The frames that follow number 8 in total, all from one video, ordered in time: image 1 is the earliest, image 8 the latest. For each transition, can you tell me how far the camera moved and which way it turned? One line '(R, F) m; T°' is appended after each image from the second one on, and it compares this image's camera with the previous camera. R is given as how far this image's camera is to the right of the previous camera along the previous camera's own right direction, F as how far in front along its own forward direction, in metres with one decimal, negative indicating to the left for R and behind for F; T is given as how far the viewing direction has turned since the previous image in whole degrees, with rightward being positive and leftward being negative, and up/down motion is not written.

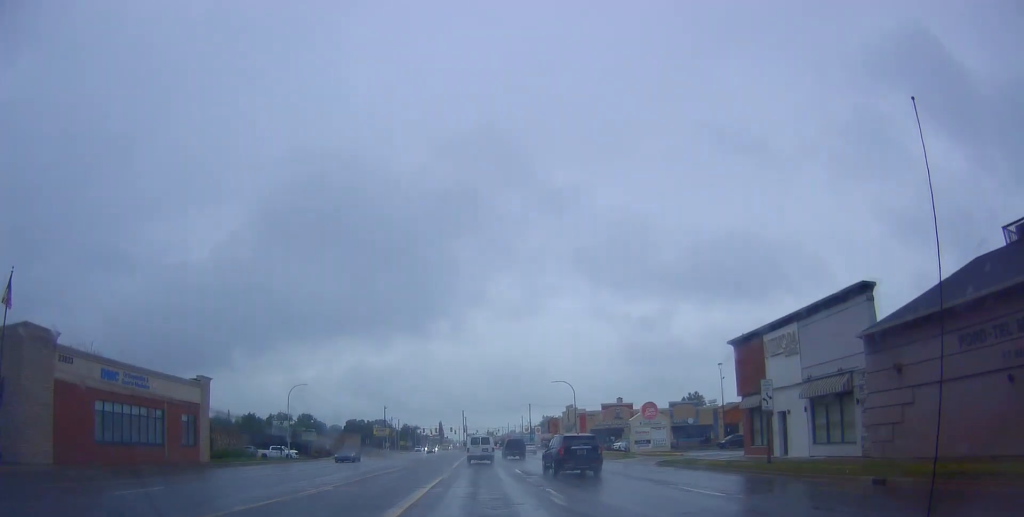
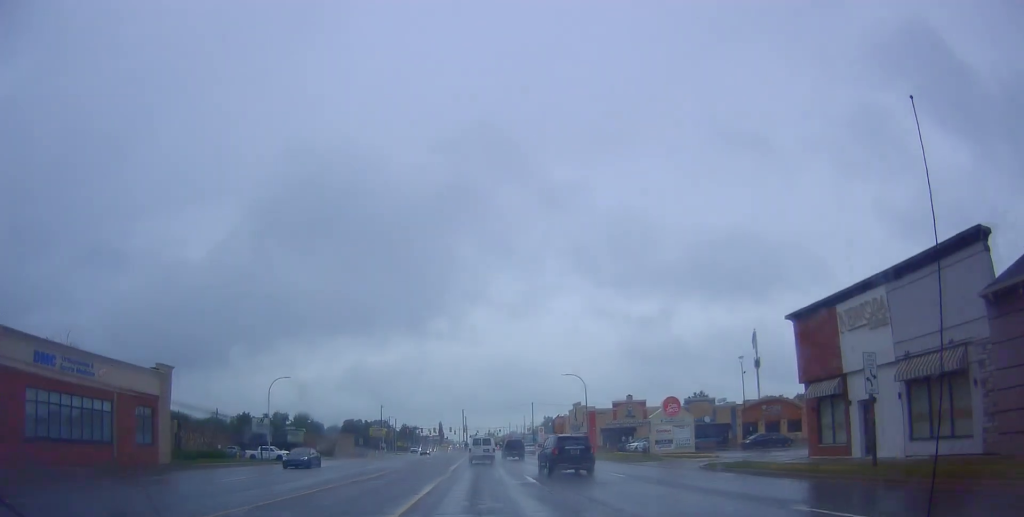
(0.0, +6.4) m; 0°
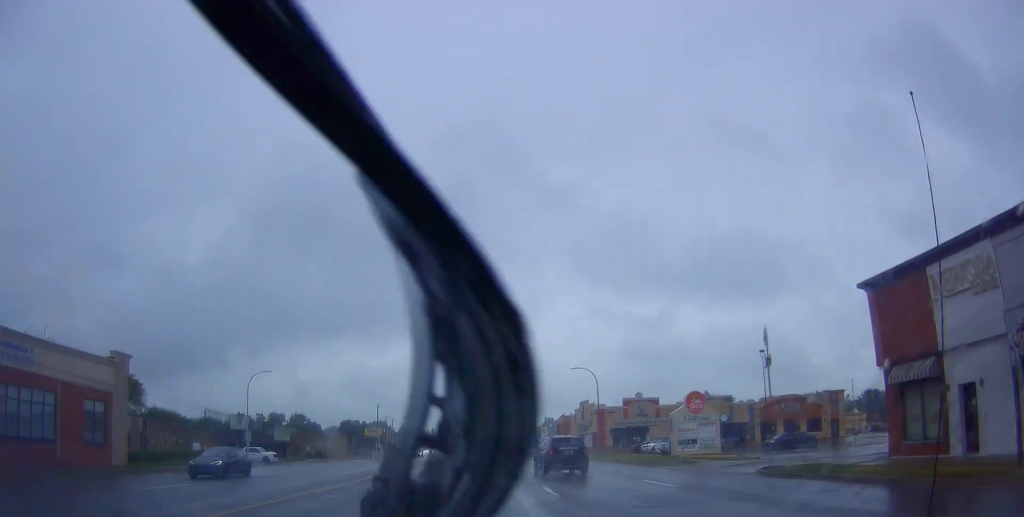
(0.0, +5.9) m; 0°
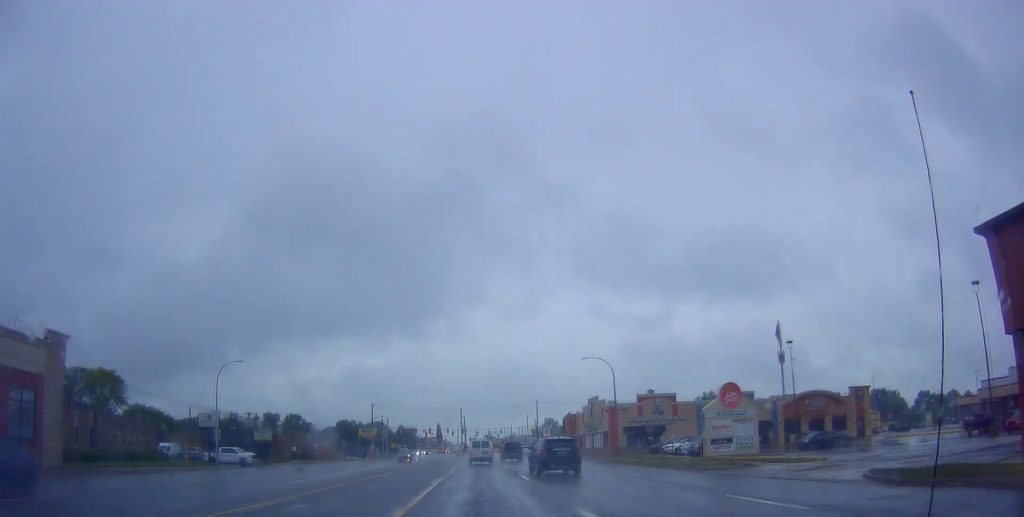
(0.0, +6.8) m; 0°
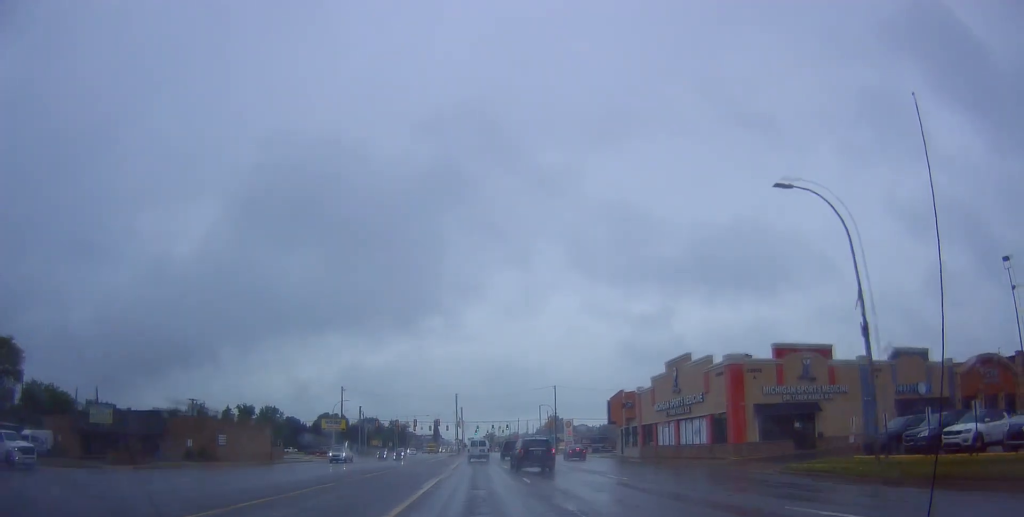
(0.0, +32.3) m; 0°
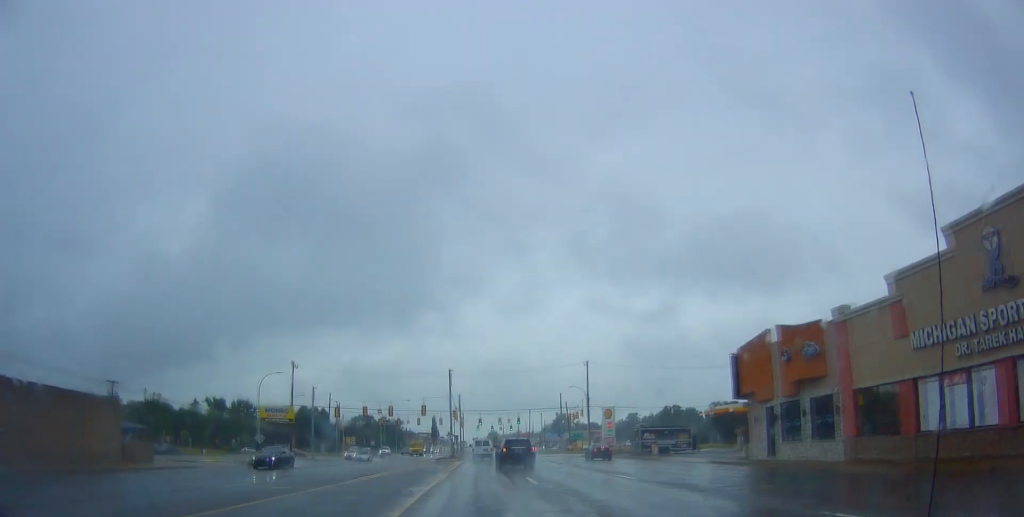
(0.0, +31.5) m; -1°
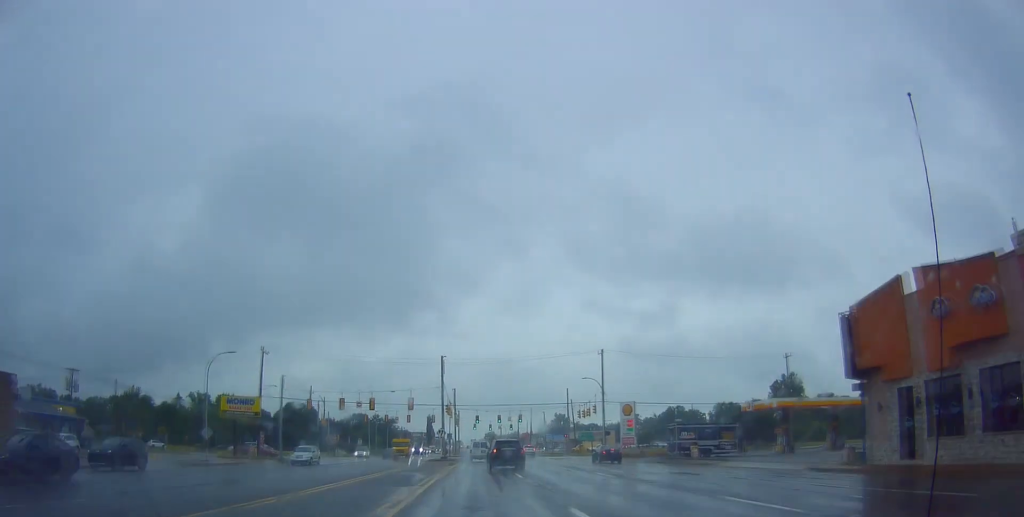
(+0.1, +11.4) m; -1°
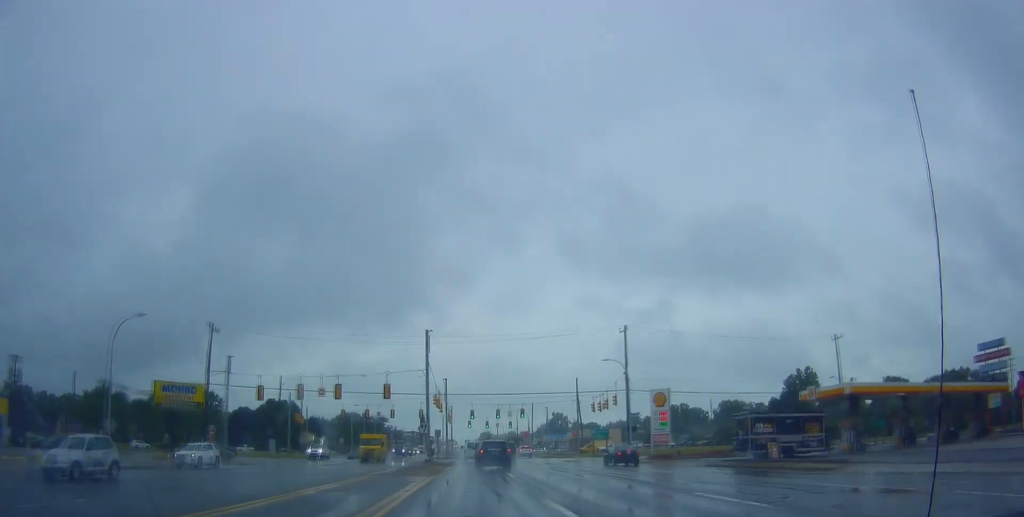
(-0.5, +13.6) m; 0°
